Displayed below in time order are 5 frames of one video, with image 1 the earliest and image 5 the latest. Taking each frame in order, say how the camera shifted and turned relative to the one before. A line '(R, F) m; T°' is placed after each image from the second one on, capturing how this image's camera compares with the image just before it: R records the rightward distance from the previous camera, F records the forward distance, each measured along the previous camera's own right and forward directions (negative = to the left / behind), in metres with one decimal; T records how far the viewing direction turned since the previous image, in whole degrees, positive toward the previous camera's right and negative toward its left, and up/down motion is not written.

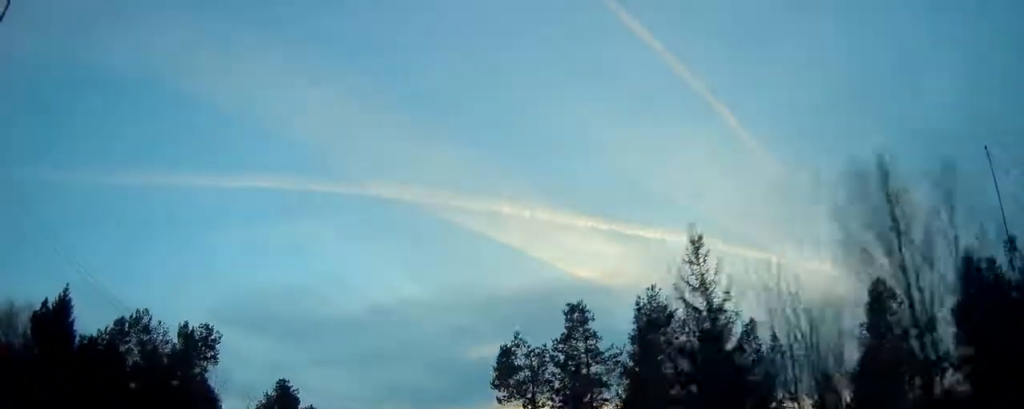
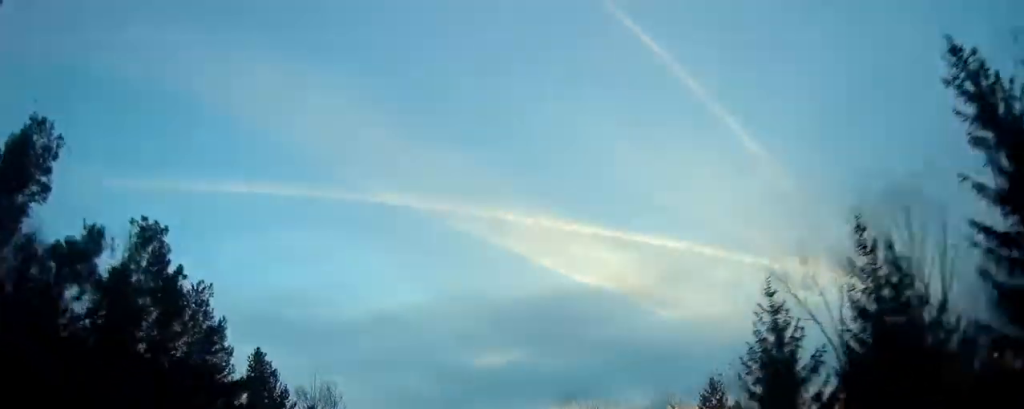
(+0.1, +33.6) m; -1°
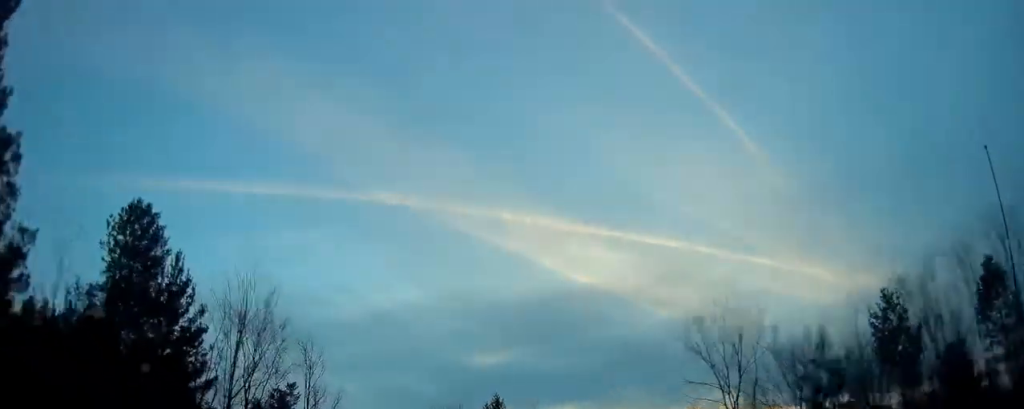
(-0.3, +24.8) m; 0°
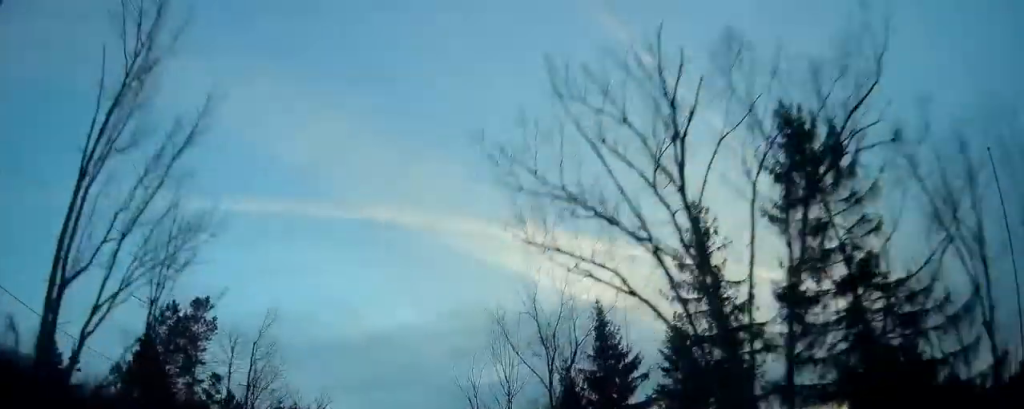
(+0.5, +50.4) m; 0°
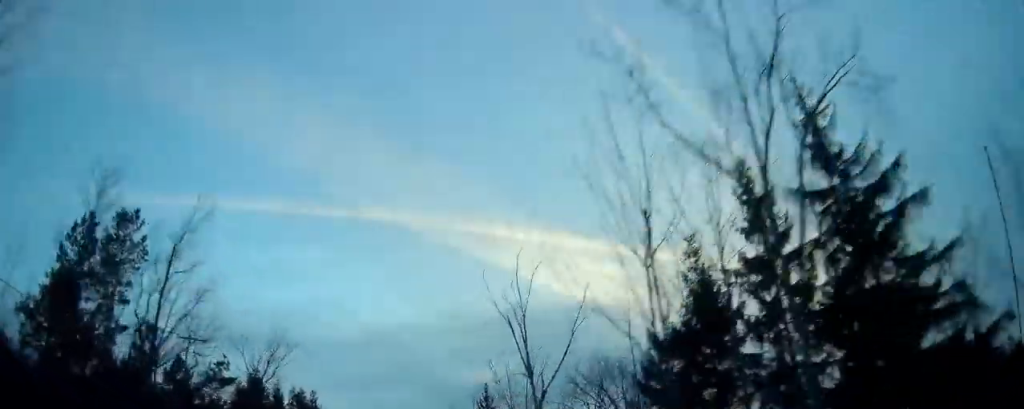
(-0.1, +16.9) m; 0°
